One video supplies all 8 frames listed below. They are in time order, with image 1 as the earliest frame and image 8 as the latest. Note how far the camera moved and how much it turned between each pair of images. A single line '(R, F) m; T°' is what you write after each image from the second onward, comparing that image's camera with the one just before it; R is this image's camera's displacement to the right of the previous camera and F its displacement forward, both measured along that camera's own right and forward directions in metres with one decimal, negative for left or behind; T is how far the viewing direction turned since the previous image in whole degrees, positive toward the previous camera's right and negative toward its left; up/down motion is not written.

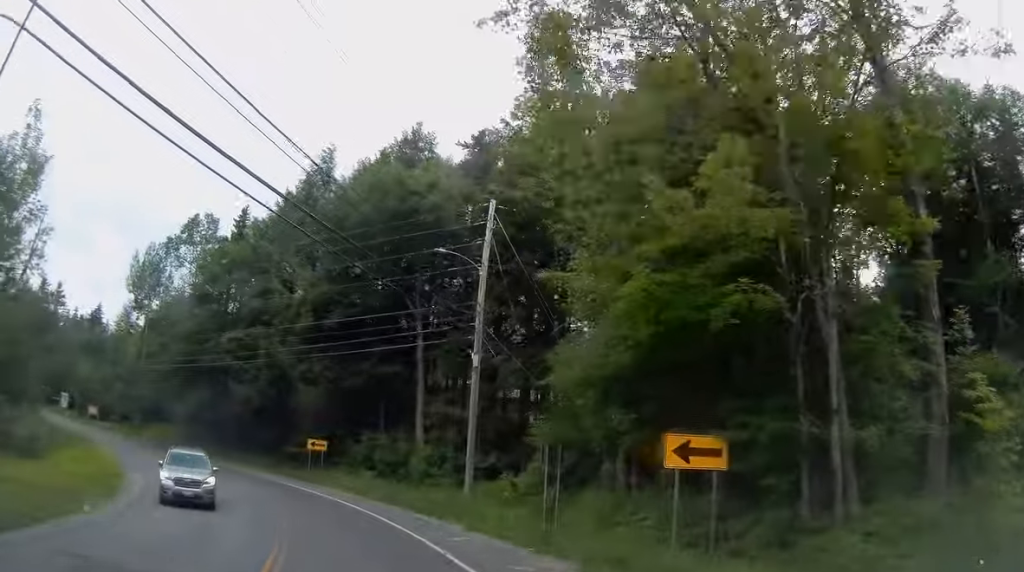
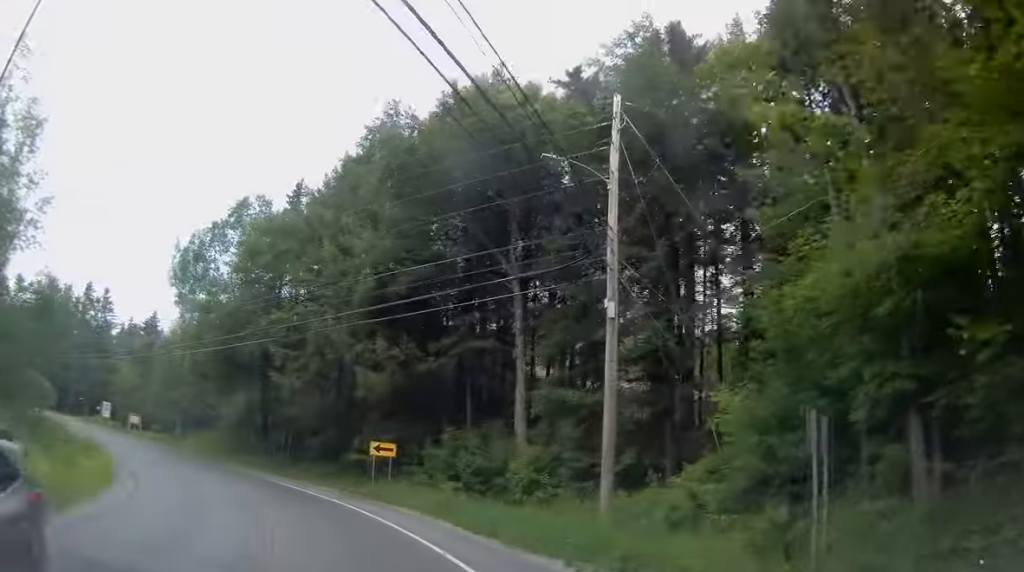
(-1.3, +8.8) m; -7°
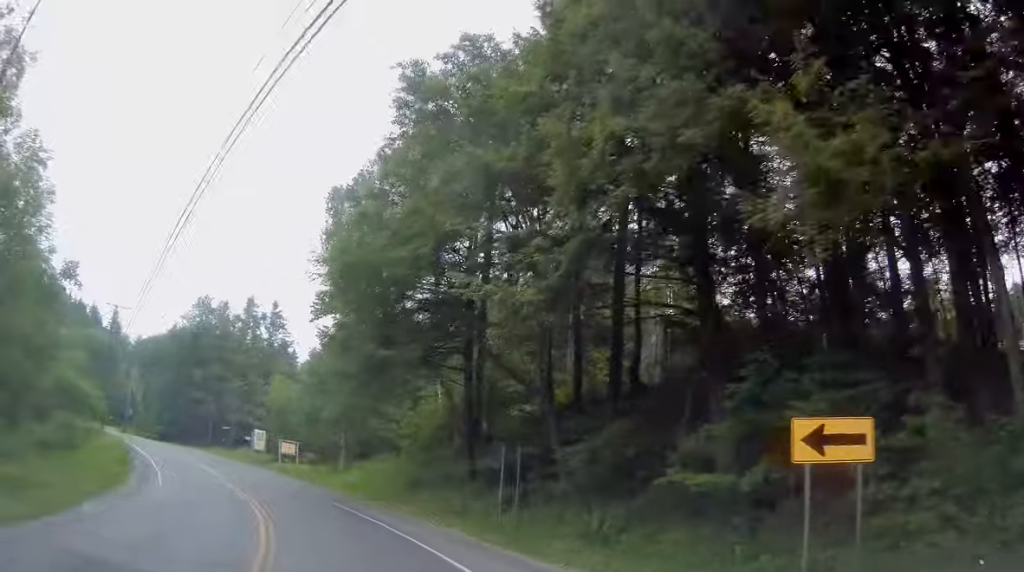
(-2.3, +21.0) m; -17°
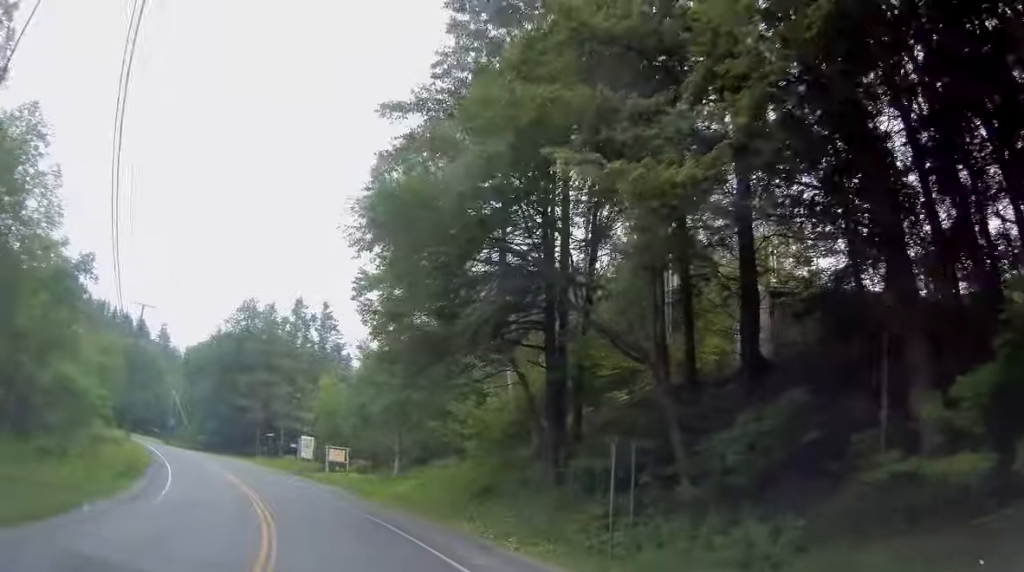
(-0.5, +5.2) m; -7°
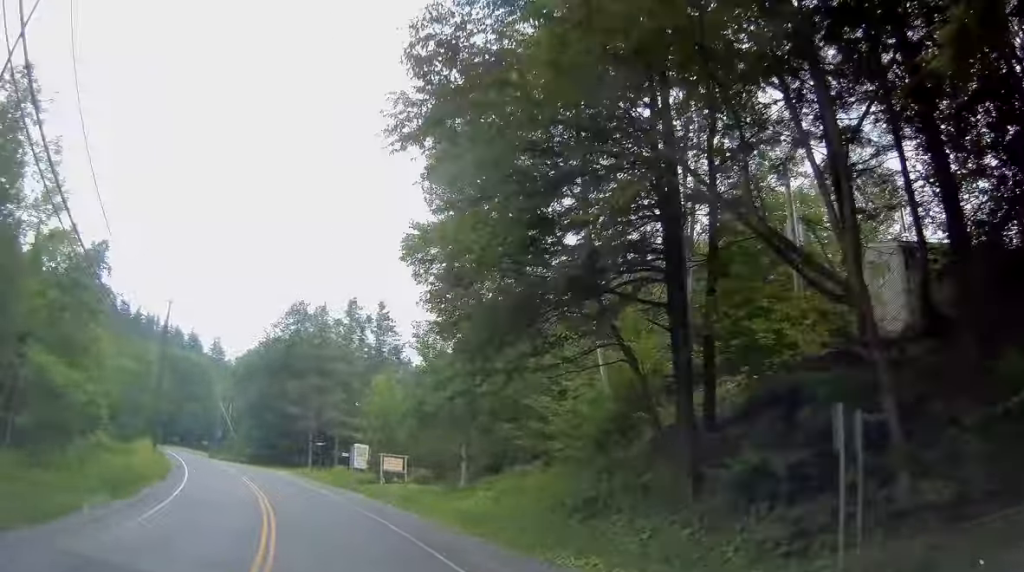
(+0.1, +5.7) m; -8°
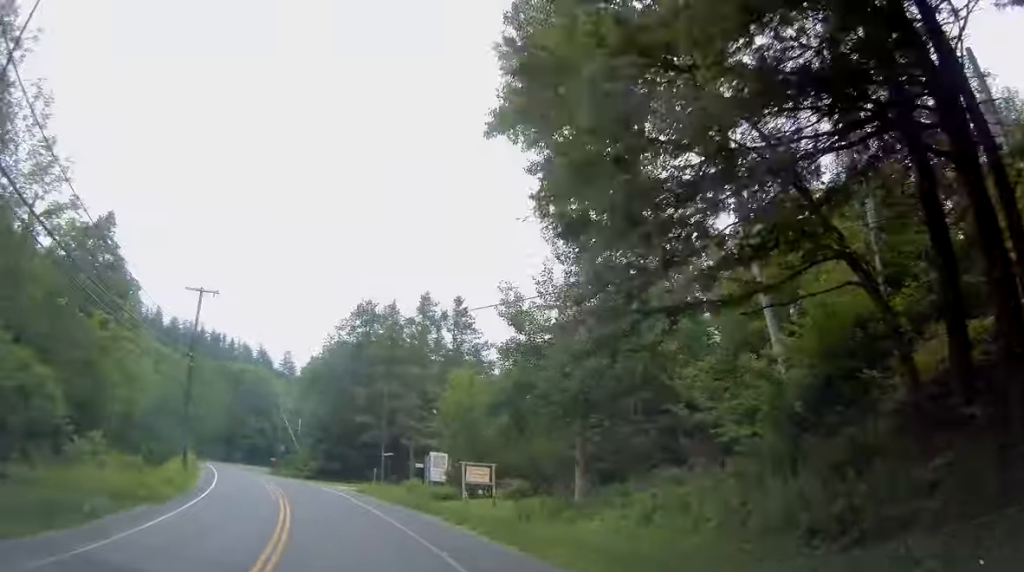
(-1.2, +7.7) m; -7°
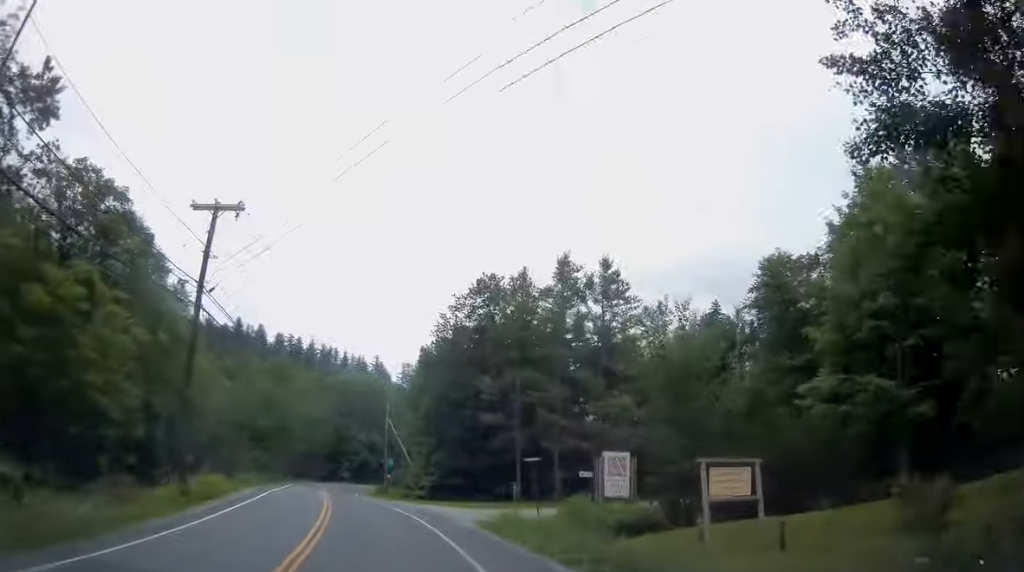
(-1.8, +16.4) m; -12°
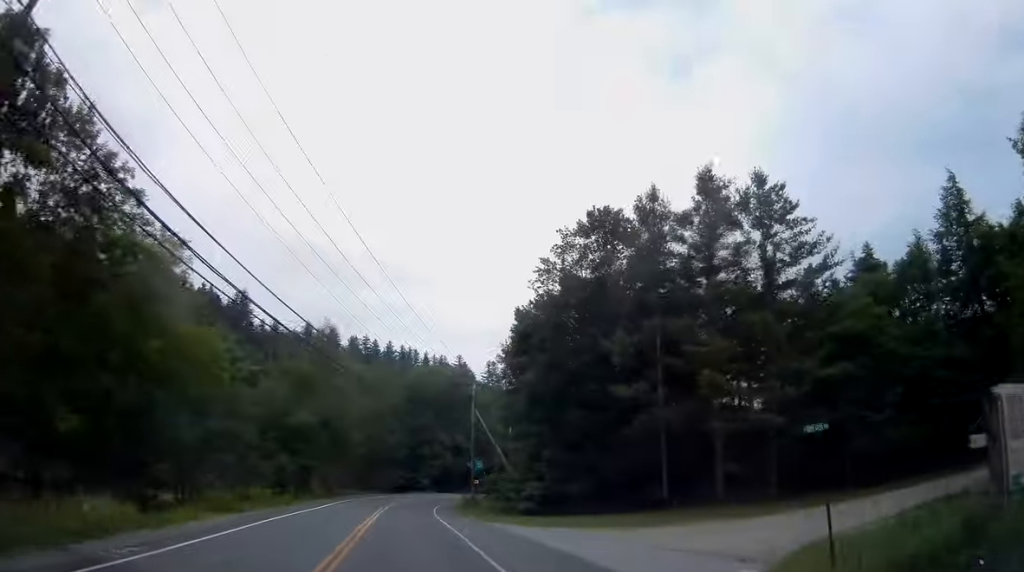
(-1.6, +18.1) m; -8°
